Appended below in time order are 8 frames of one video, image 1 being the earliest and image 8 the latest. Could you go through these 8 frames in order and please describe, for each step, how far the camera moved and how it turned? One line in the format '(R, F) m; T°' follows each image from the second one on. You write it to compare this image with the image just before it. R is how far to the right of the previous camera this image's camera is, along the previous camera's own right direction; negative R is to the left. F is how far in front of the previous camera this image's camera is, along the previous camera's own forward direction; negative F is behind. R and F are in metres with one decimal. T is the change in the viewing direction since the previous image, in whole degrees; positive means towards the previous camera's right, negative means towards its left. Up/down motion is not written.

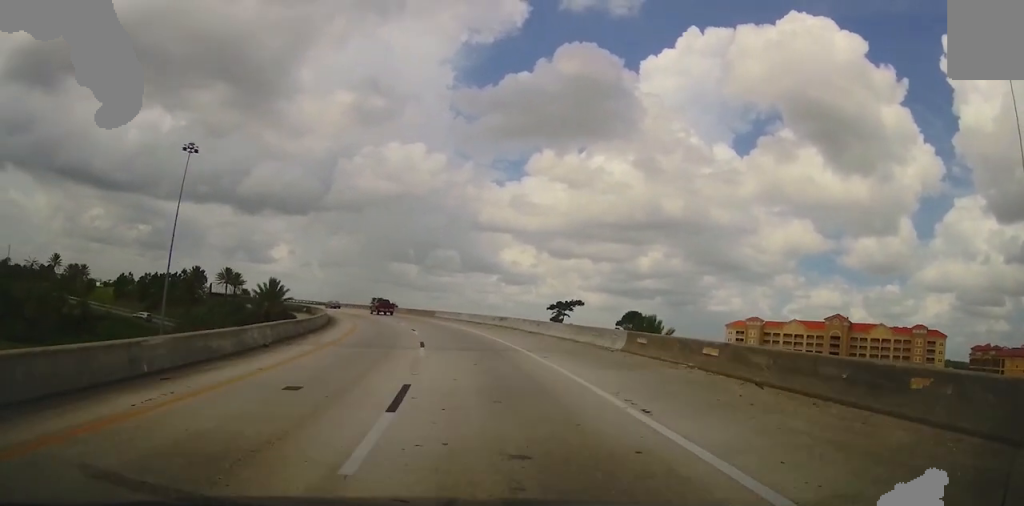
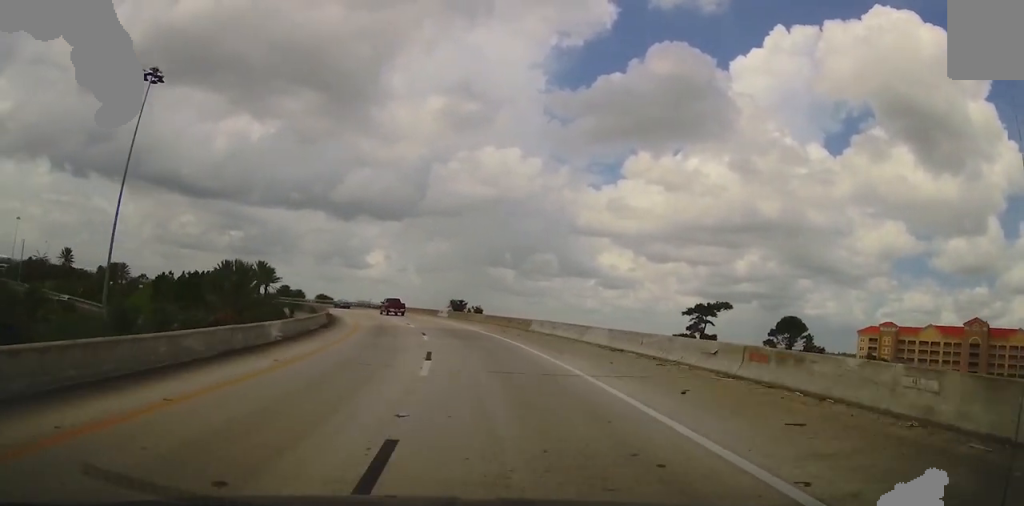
(-2.9, +29.7) m; -10°
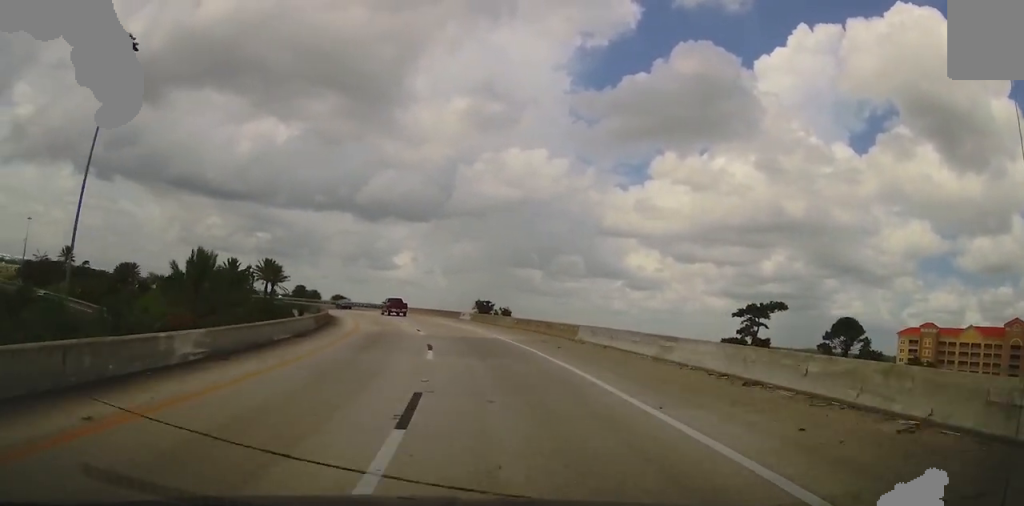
(+0.1, +8.7) m; -3°
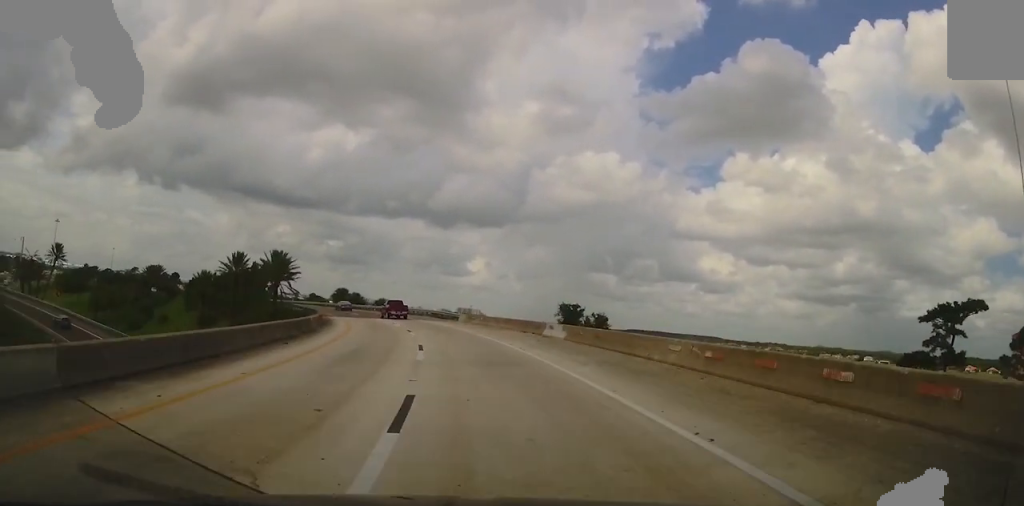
(-1.8, +25.0) m; -7°
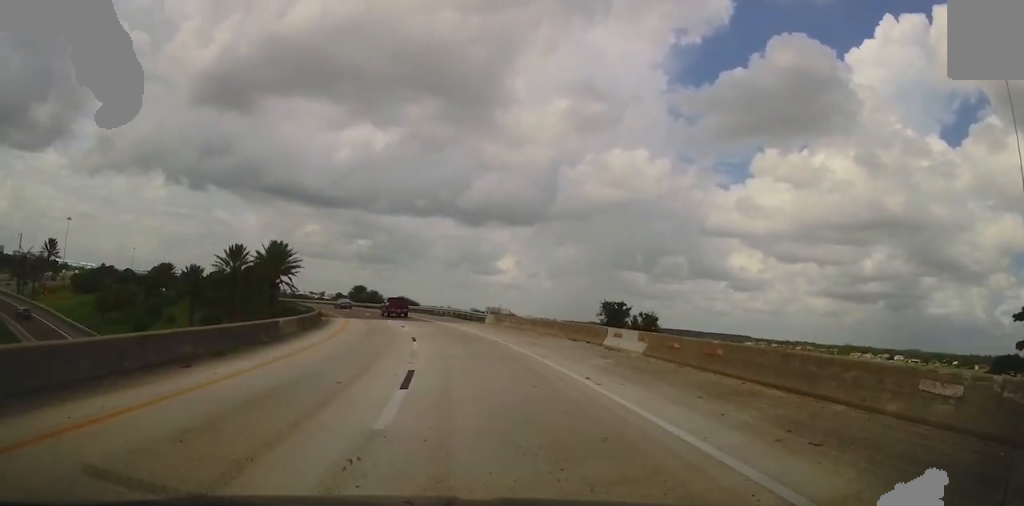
(-0.4, +9.6) m; -3°
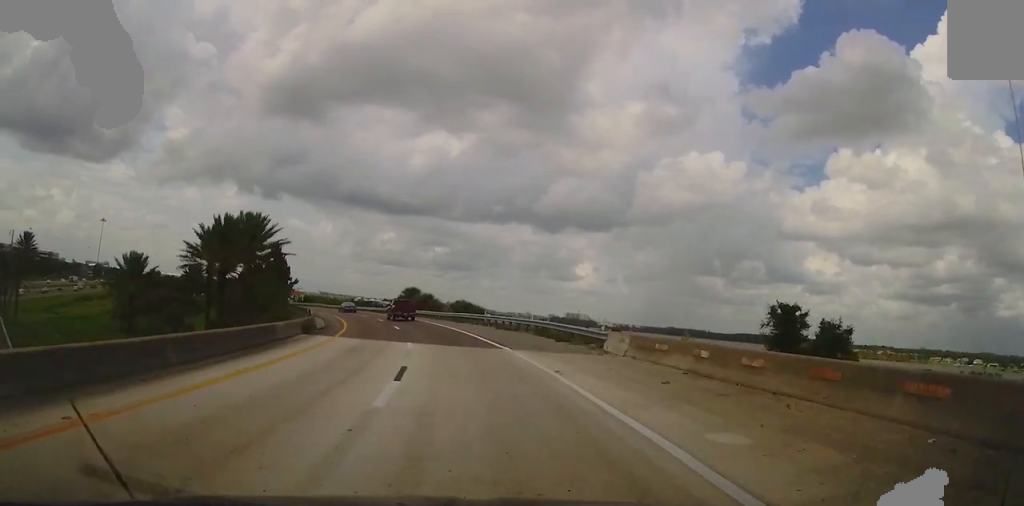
(-1.3, +23.8) m; -7°
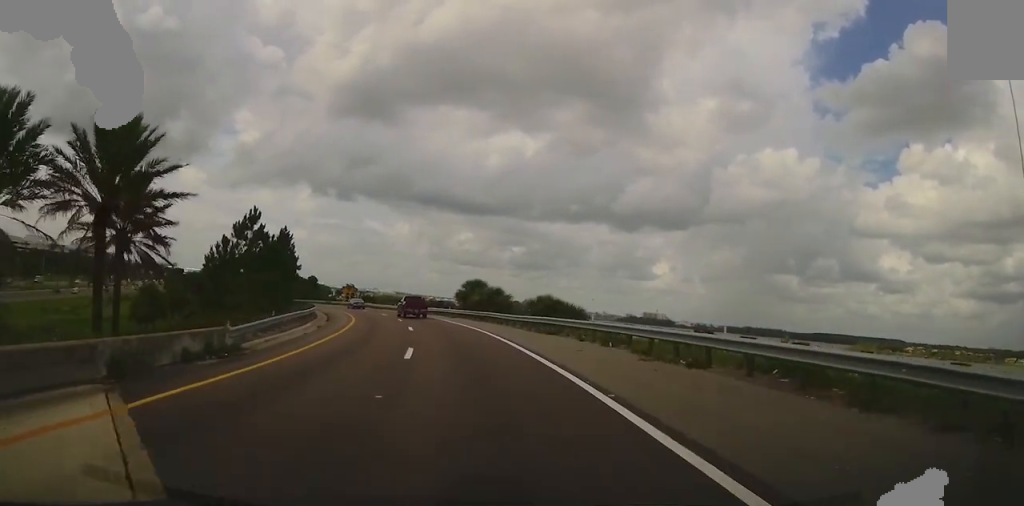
(-1.4, +22.2) m; -8°
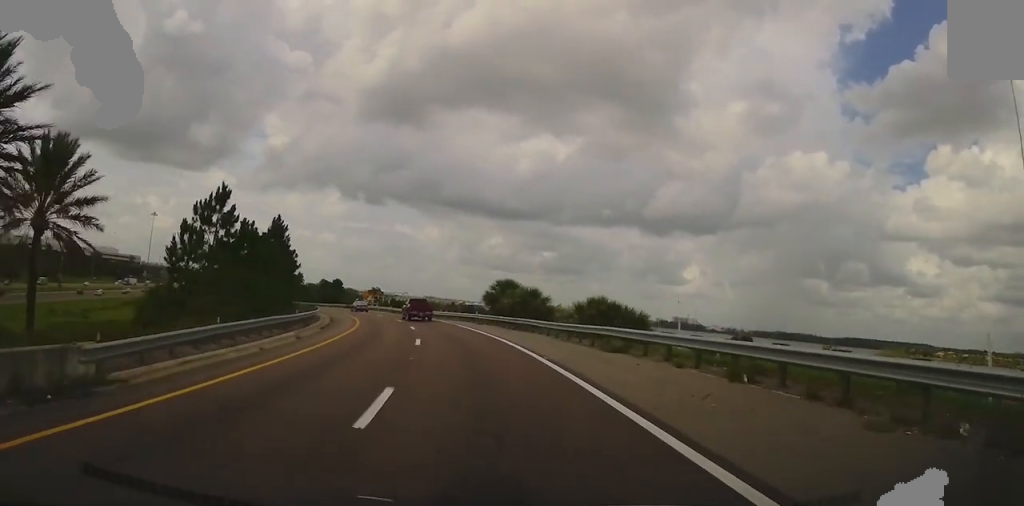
(+0.1, +8.9) m; -3°
